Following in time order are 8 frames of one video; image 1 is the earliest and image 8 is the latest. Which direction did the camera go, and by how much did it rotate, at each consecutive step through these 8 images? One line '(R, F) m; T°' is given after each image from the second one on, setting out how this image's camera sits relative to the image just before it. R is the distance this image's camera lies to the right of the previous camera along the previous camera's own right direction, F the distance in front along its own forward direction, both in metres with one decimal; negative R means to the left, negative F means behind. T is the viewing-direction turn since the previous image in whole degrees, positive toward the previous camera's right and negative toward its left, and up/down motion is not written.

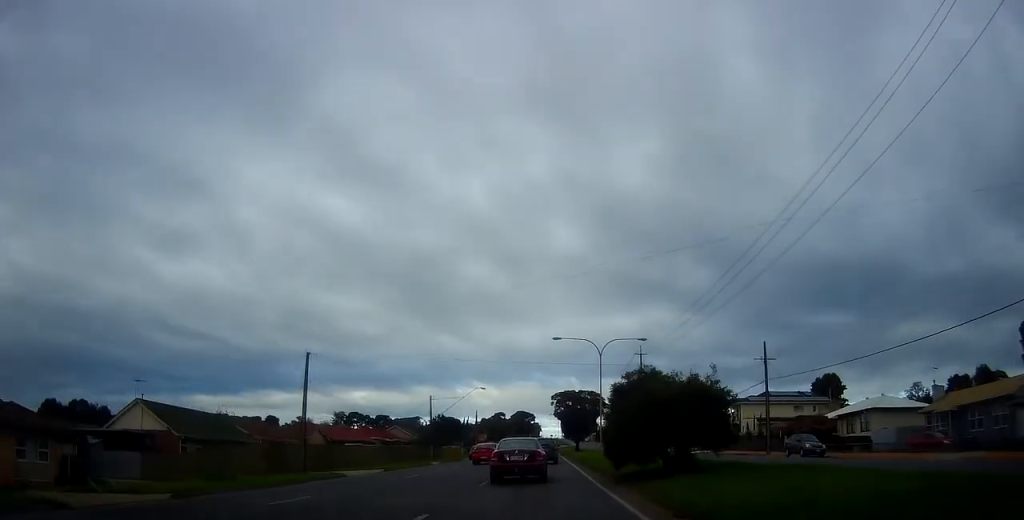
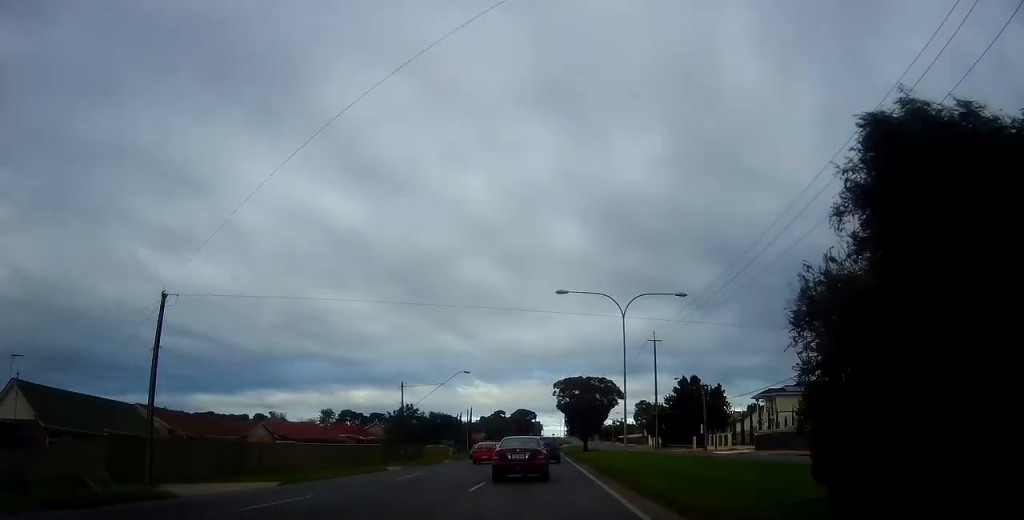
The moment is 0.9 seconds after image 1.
(0.0, +14.0) m; 0°
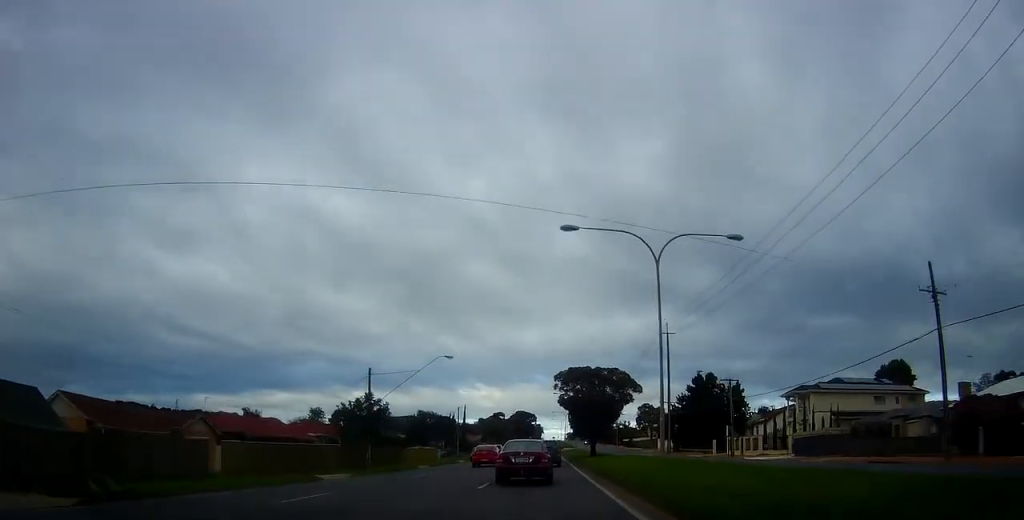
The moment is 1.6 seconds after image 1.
(-0.1, +10.3) m; +1°
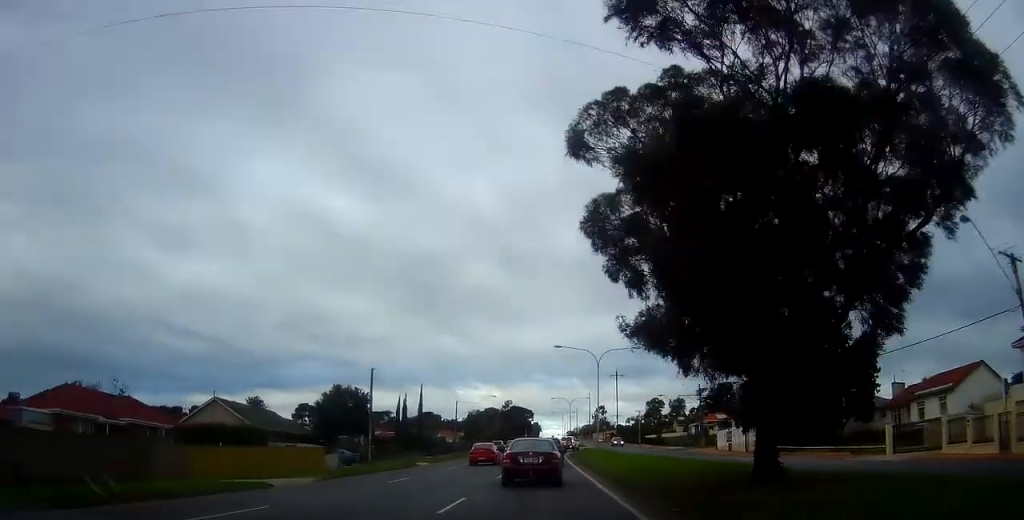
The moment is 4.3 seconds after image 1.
(-0.1, +42.0) m; -2°
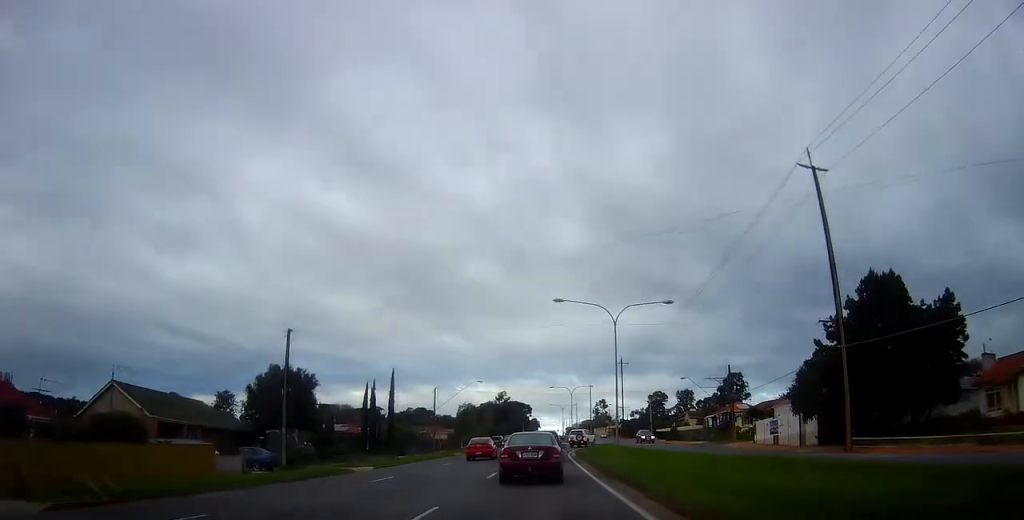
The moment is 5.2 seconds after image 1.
(0.0, +15.0) m; 0°
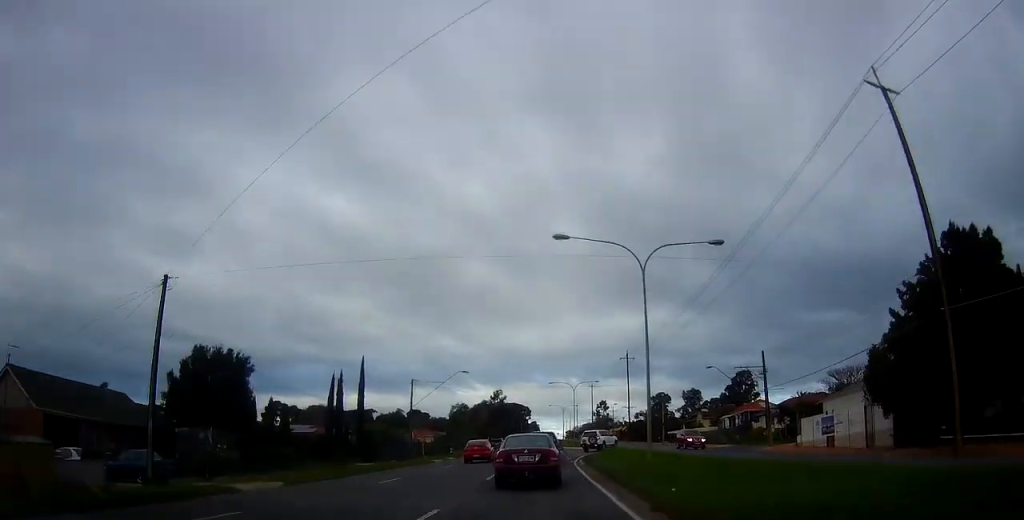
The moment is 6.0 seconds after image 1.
(0.0, +11.7) m; +1°
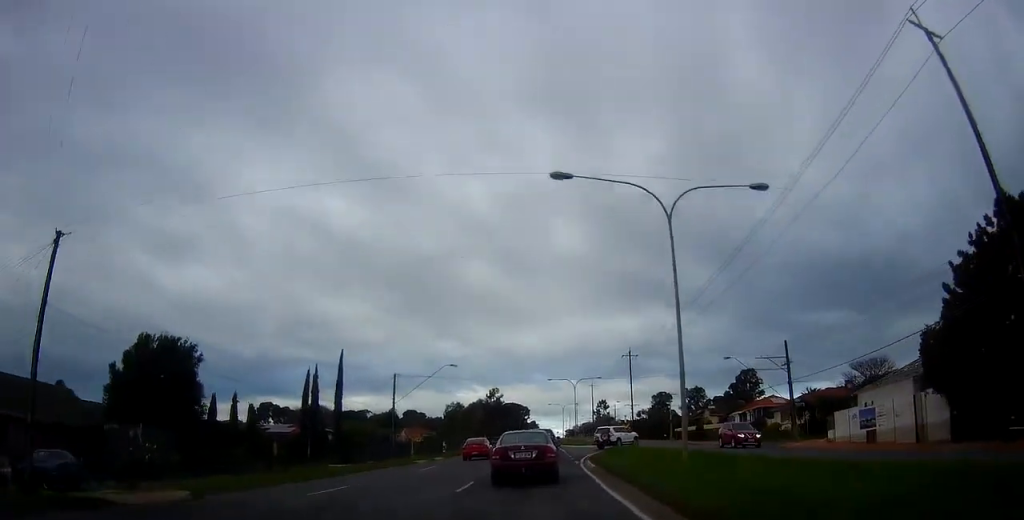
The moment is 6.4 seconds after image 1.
(-0.1, +6.5) m; +1°
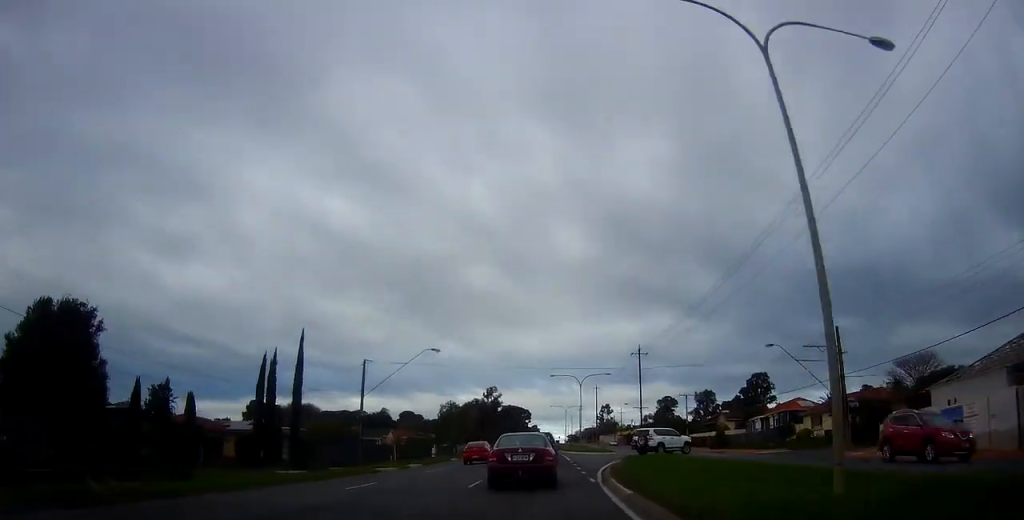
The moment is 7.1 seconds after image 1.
(+0.1, +9.7) m; +1°
